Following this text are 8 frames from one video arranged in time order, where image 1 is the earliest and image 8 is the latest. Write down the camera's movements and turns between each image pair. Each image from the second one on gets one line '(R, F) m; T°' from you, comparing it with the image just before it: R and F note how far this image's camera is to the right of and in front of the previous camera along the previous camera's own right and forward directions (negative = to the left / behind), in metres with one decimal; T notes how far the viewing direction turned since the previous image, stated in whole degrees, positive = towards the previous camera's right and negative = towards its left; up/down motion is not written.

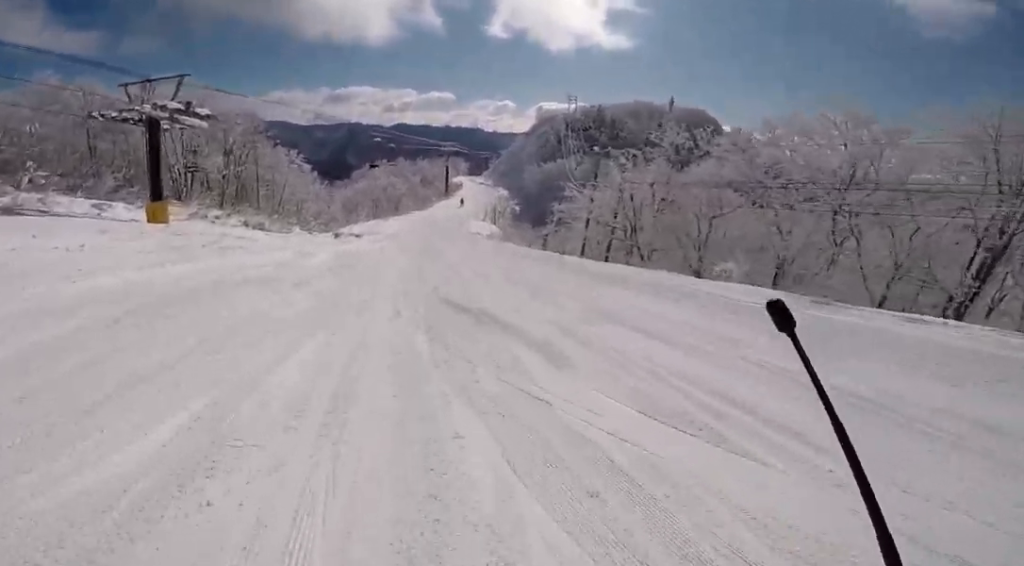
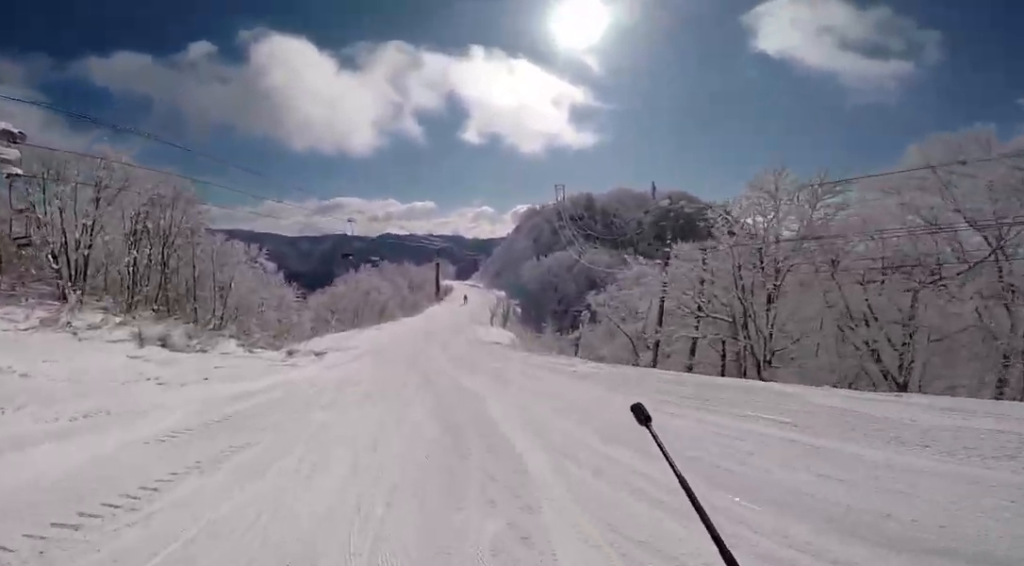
(-0.6, +12.1) m; +7°
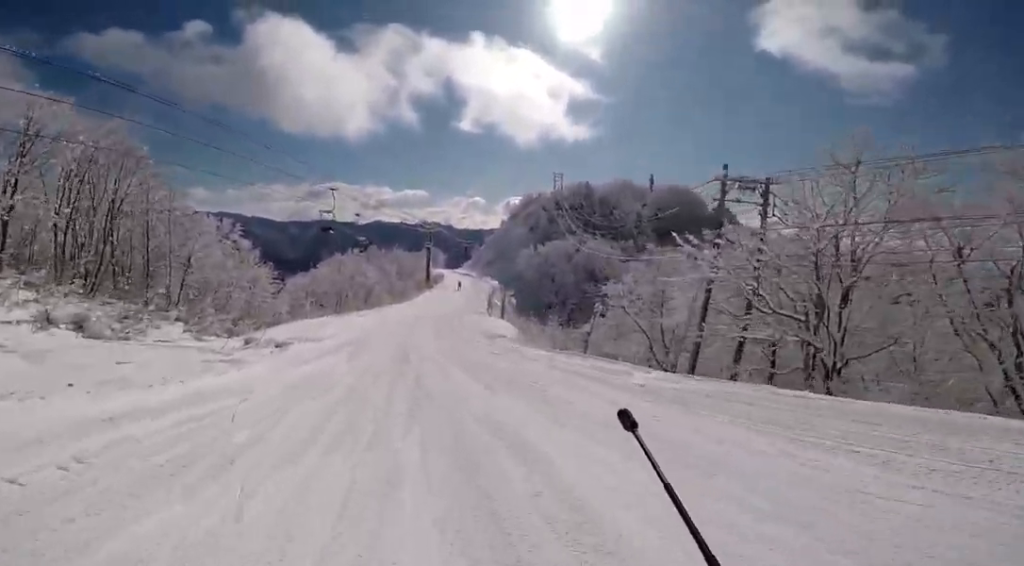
(+0.7, +4.7) m; +2°
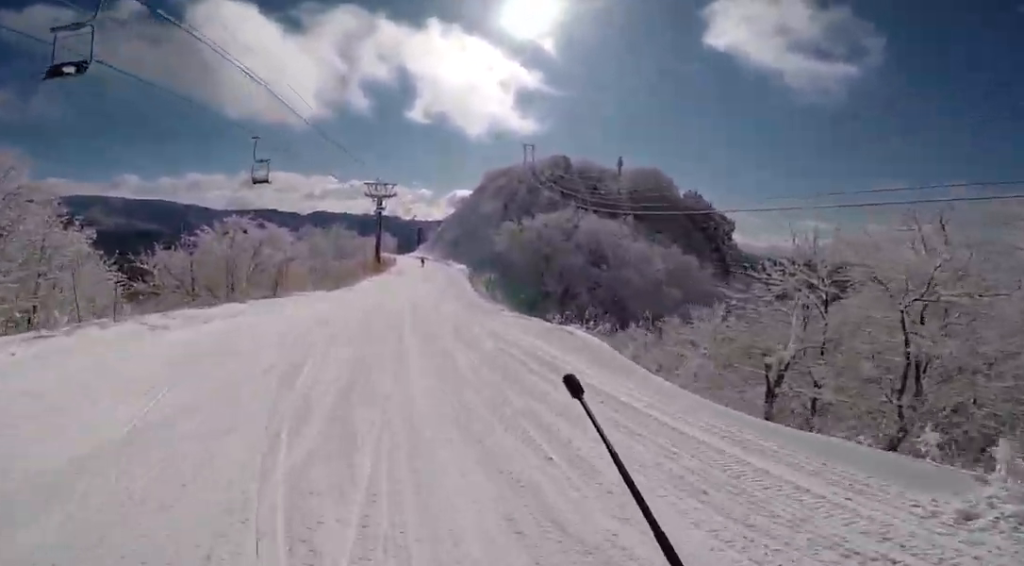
(+0.8, +21.0) m; +4°
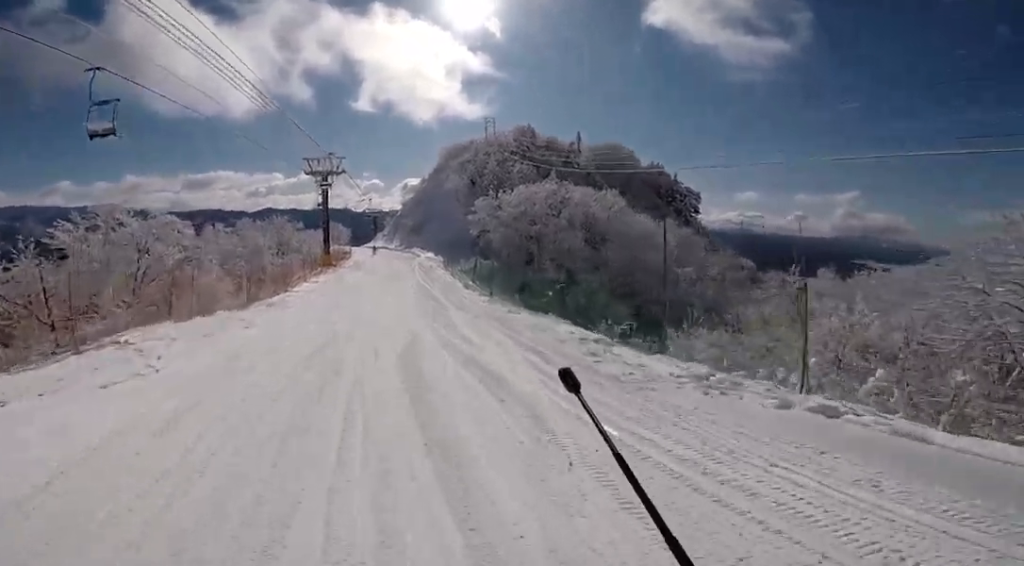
(+1.2, +11.1) m; +2°
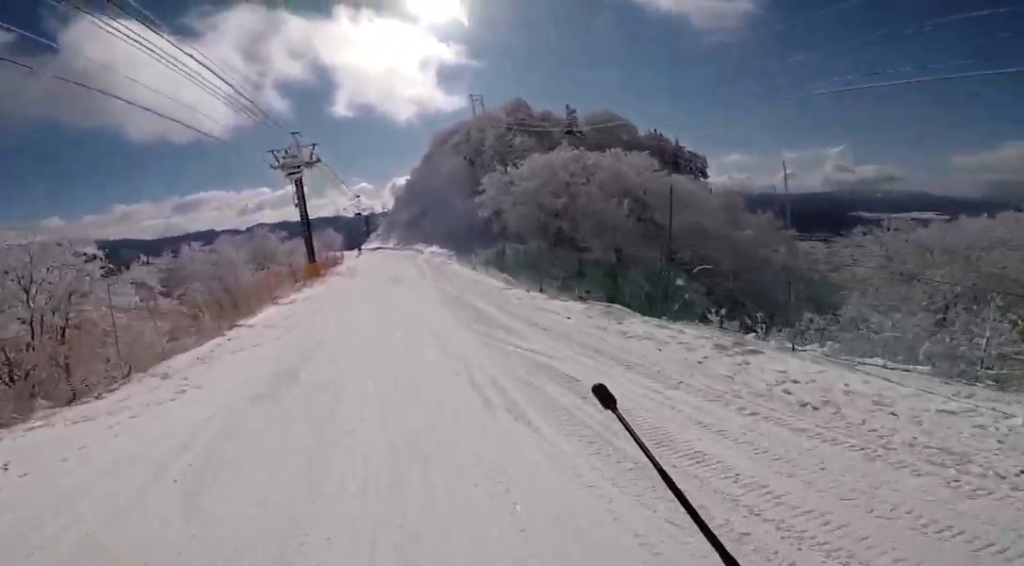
(-1.0, +8.6) m; 0°
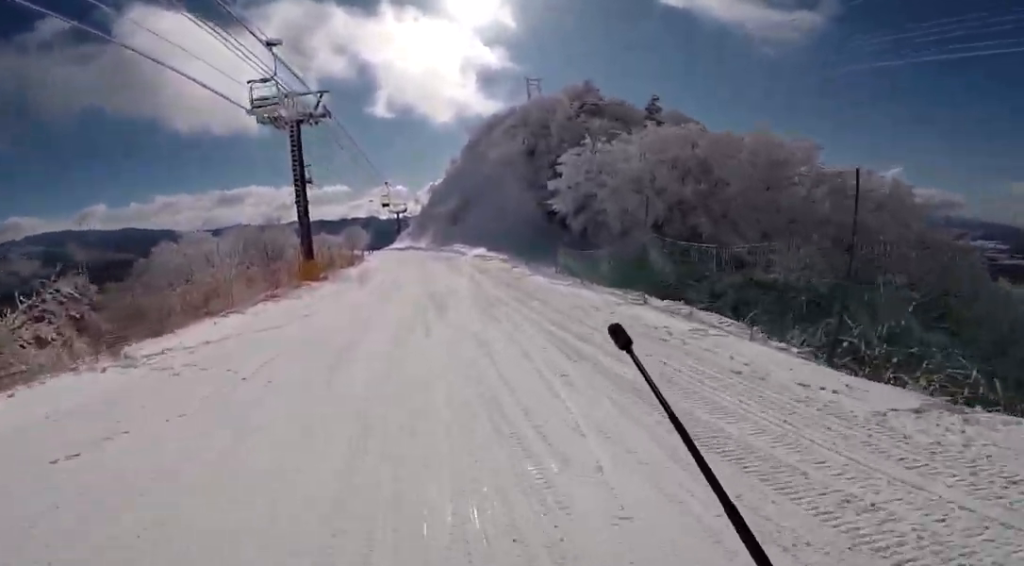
(+1.9, +12.5) m; +13°
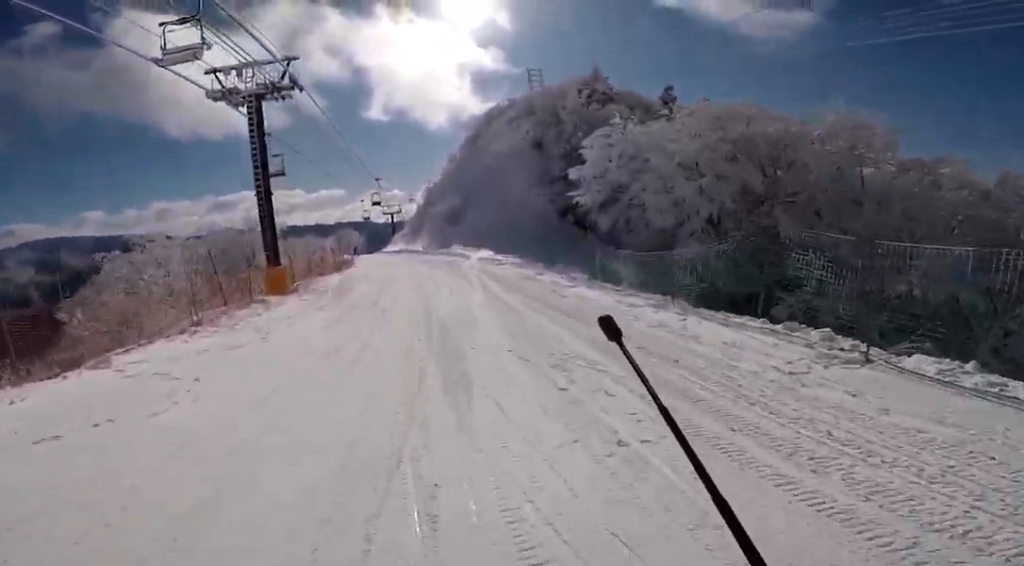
(+0.8, +5.2) m; -4°
